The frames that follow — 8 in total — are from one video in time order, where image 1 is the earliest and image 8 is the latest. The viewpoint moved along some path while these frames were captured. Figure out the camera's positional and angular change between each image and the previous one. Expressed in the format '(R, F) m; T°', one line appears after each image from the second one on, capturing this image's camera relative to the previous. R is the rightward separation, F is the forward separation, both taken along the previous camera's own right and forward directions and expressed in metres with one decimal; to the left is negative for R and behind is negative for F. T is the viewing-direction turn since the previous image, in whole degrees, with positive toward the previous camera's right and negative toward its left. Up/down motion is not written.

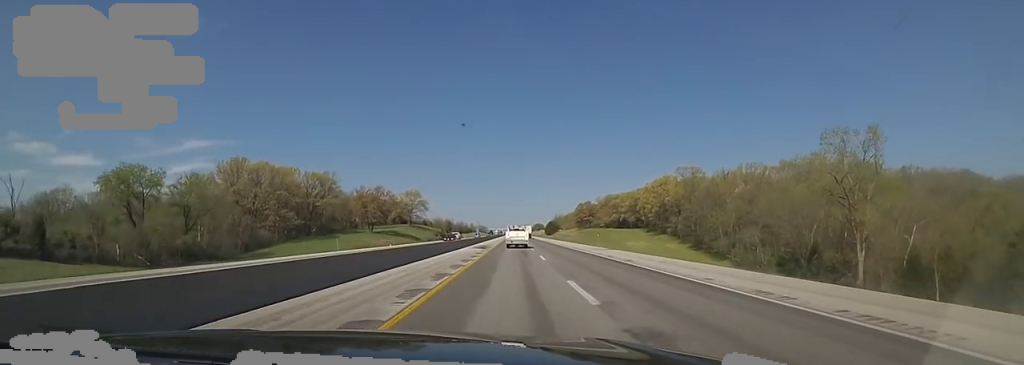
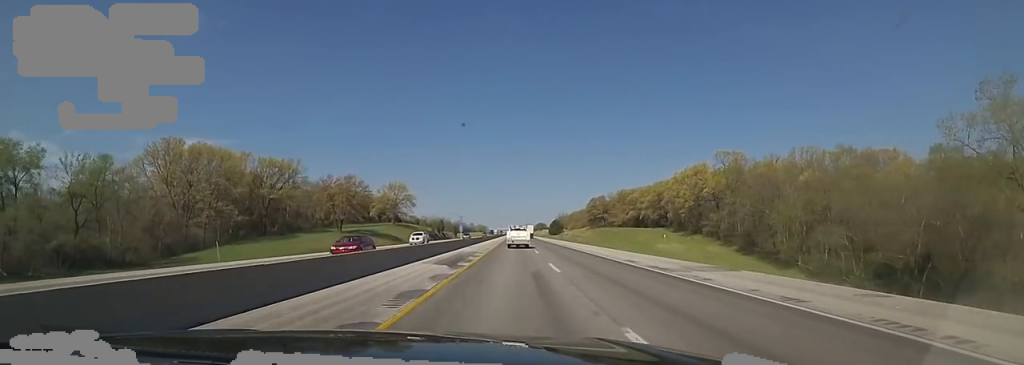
(+0.5, +22.8) m; +1°
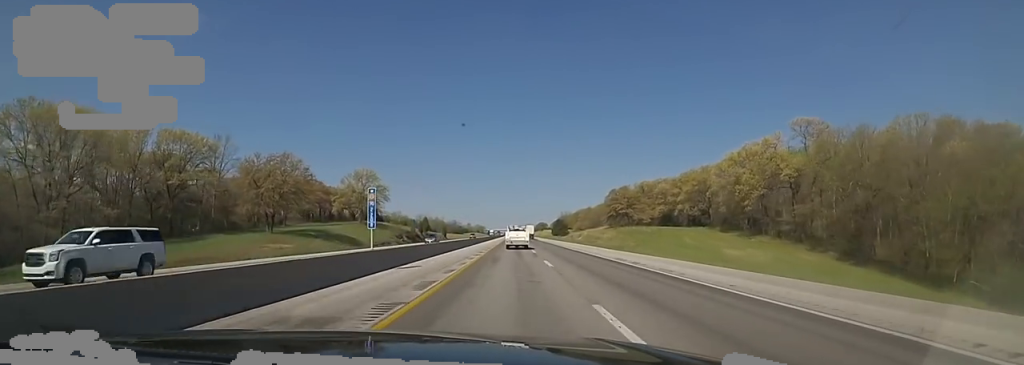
(+0.6, +28.9) m; +1°
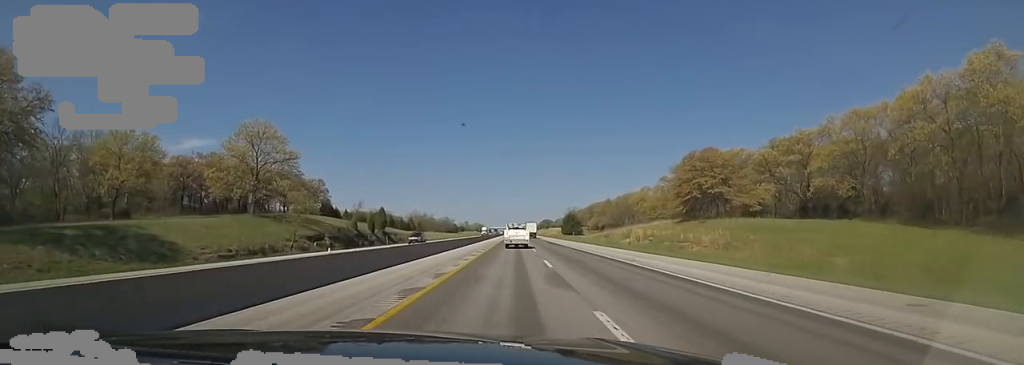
(0.0, +46.6) m; 0°
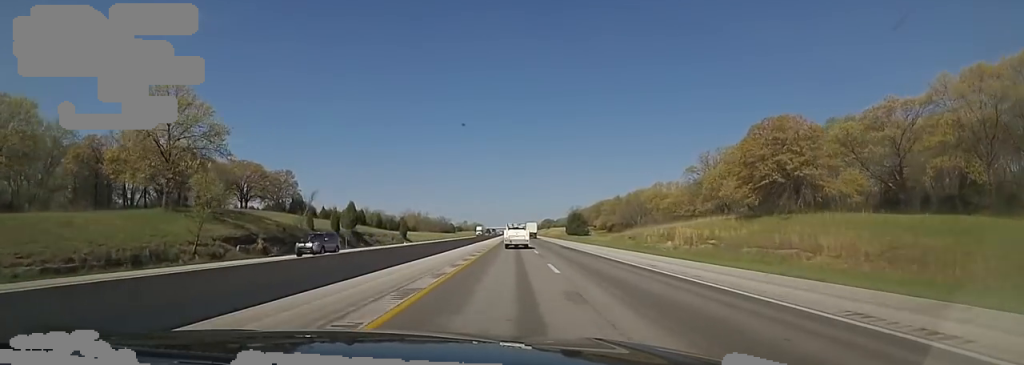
(0.0, +17.8) m; 0°
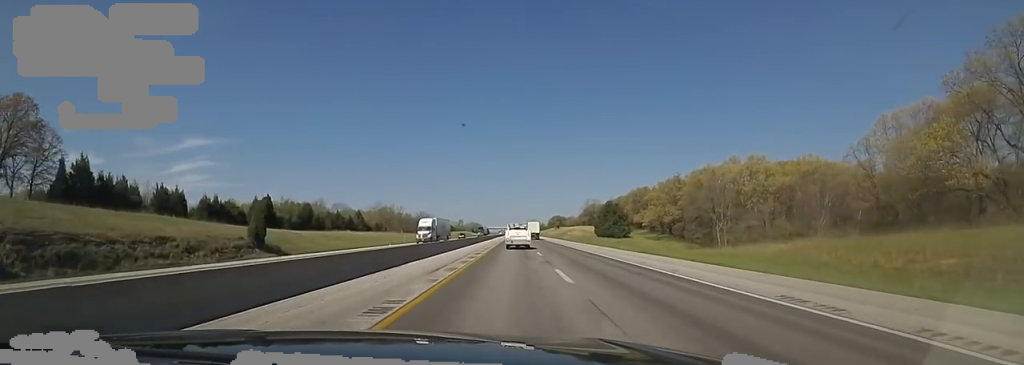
(-2.5, +64.1) m; -2°
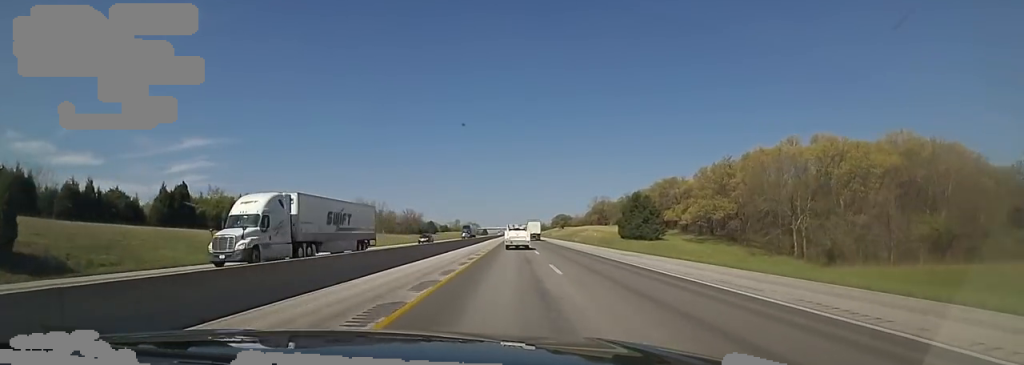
(+0.8, +27.6) m; +2°
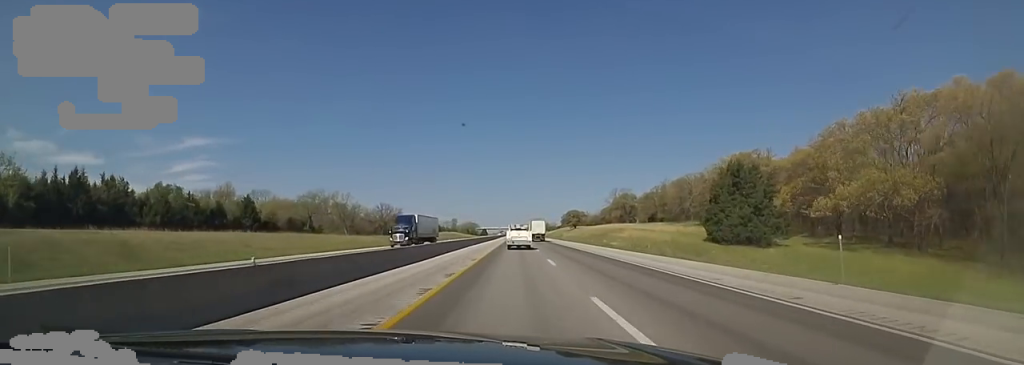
(+0.5, +41.3) m; +1°
